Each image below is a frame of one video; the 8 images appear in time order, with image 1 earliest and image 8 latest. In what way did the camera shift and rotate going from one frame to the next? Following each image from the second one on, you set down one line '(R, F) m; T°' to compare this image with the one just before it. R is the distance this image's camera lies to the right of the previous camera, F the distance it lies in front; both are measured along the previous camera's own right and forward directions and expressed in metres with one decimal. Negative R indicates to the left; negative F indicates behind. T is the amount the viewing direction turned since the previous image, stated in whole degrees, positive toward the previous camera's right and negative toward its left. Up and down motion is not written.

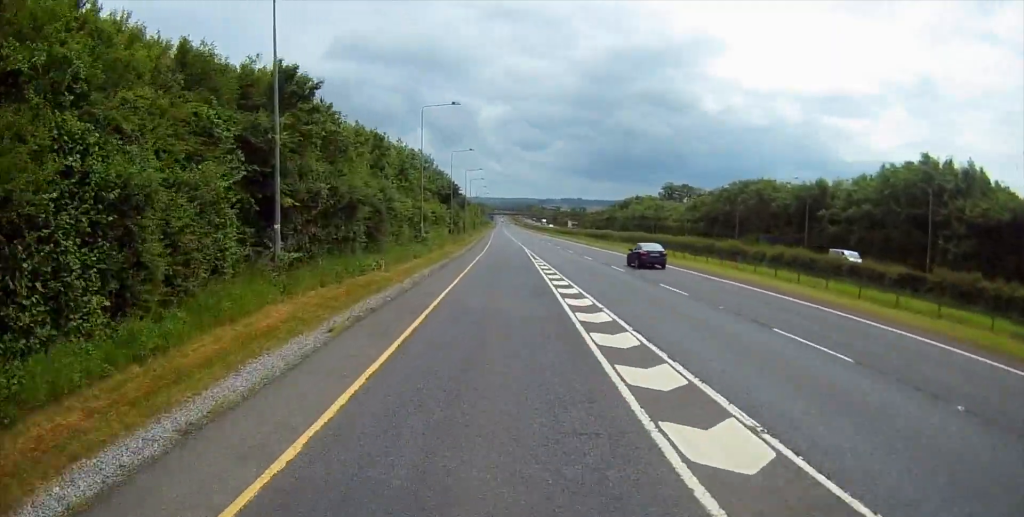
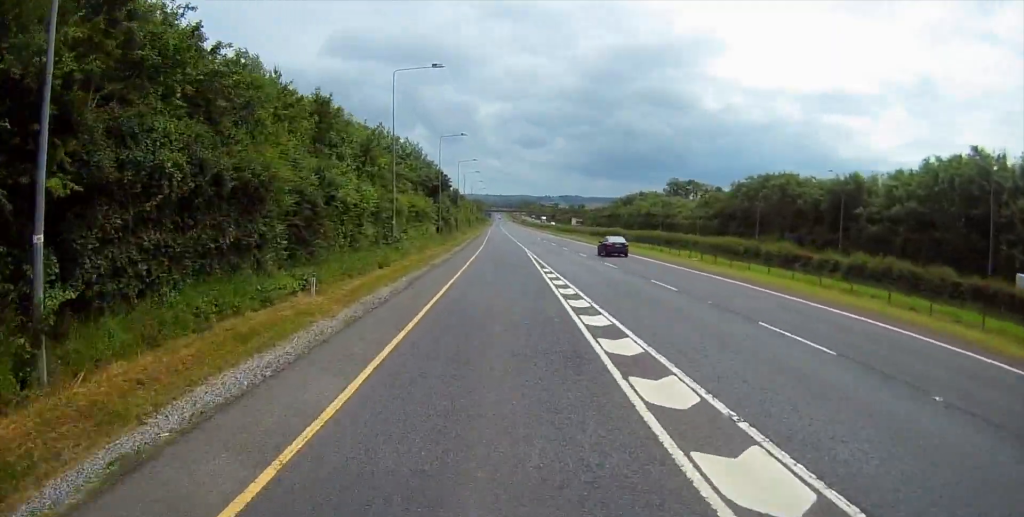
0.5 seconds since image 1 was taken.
(-0.1, +11.4) m; 0°
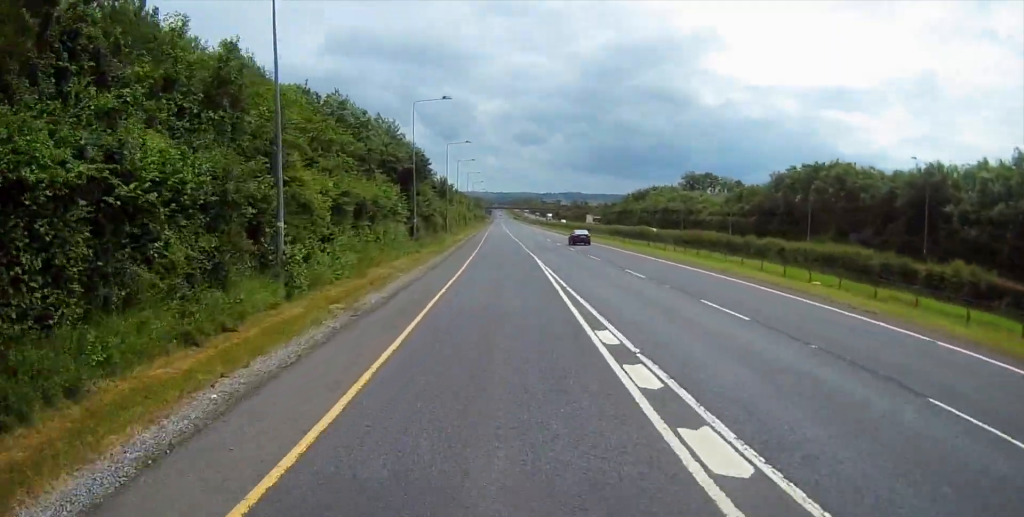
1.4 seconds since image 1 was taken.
(0.0, +19.8) m; +1°
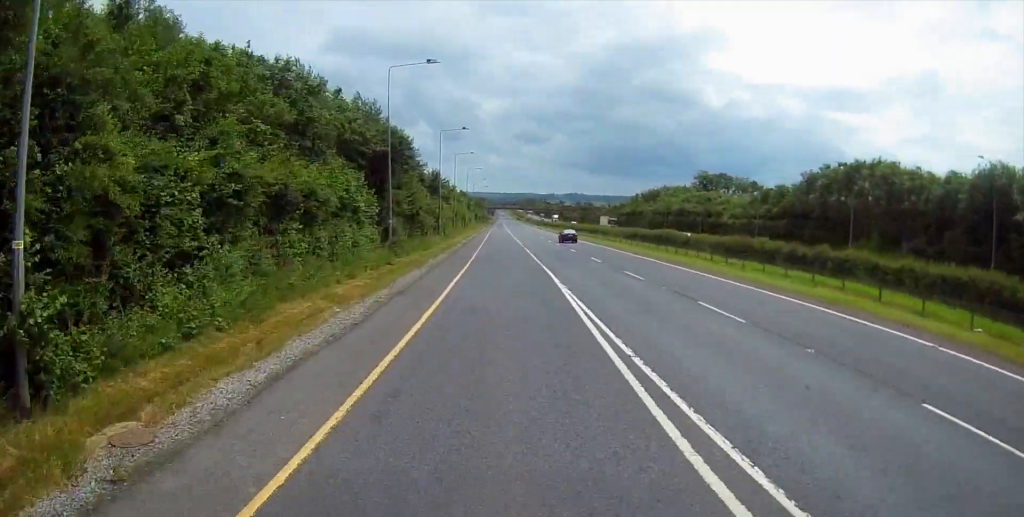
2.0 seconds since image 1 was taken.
(+0.1, +12.0) m; 0°
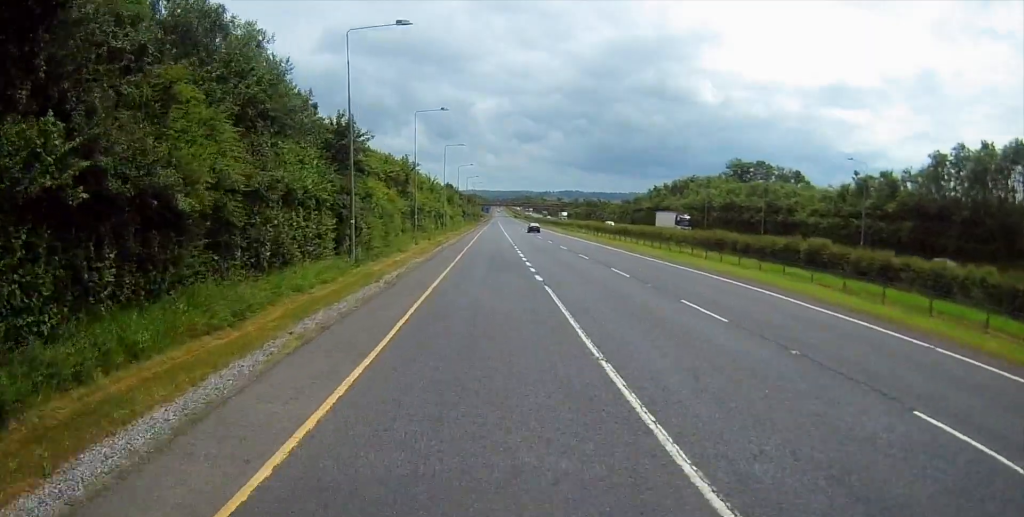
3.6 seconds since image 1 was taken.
(-0.1, +37.4) m; 0°
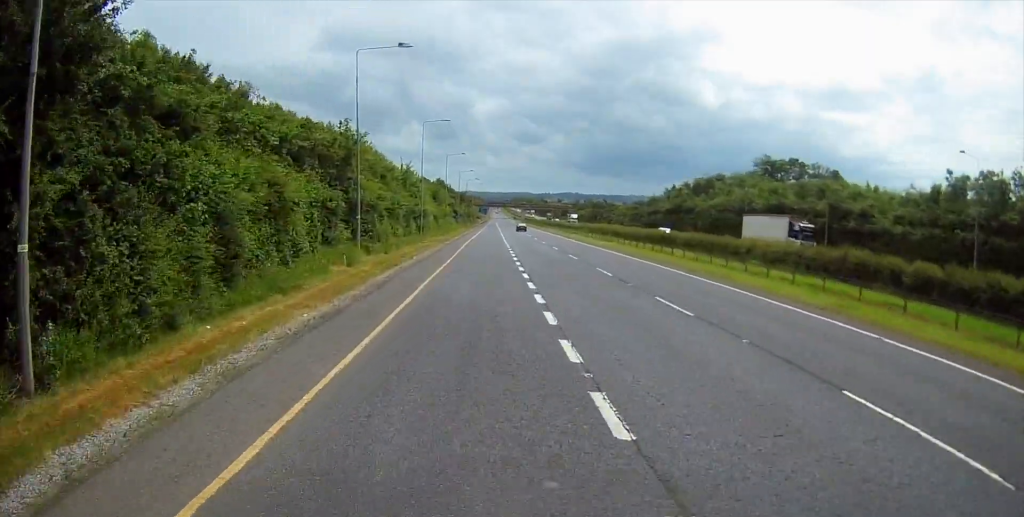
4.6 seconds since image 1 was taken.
(-0.1, +22.9) m; +1°
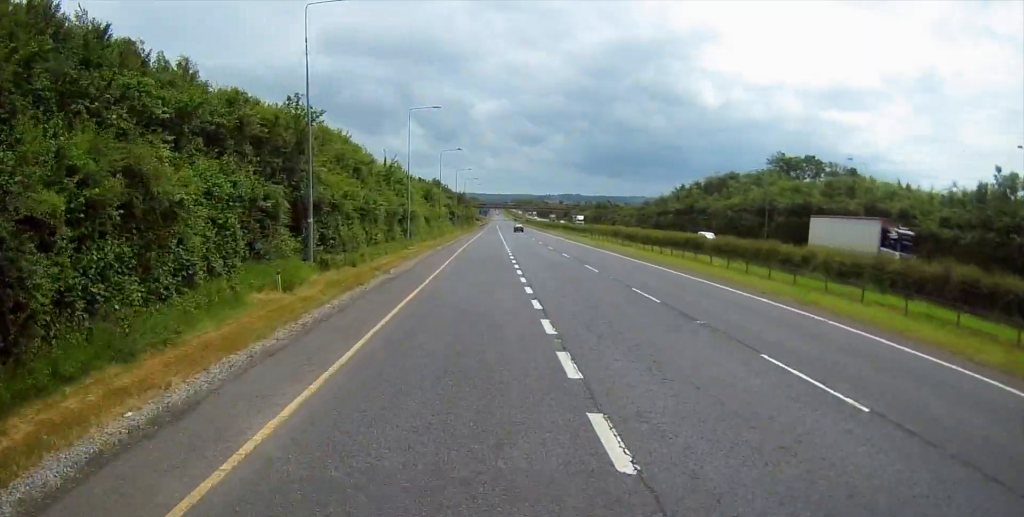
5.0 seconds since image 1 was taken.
(+0.2, +9.2) m; 0°
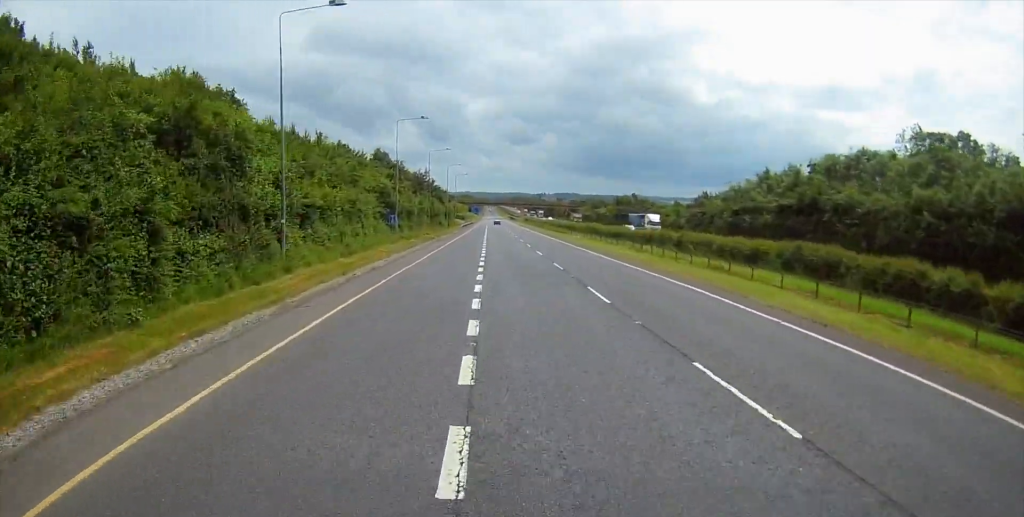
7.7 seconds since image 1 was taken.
(+0.1, +61.8) m; 0°
